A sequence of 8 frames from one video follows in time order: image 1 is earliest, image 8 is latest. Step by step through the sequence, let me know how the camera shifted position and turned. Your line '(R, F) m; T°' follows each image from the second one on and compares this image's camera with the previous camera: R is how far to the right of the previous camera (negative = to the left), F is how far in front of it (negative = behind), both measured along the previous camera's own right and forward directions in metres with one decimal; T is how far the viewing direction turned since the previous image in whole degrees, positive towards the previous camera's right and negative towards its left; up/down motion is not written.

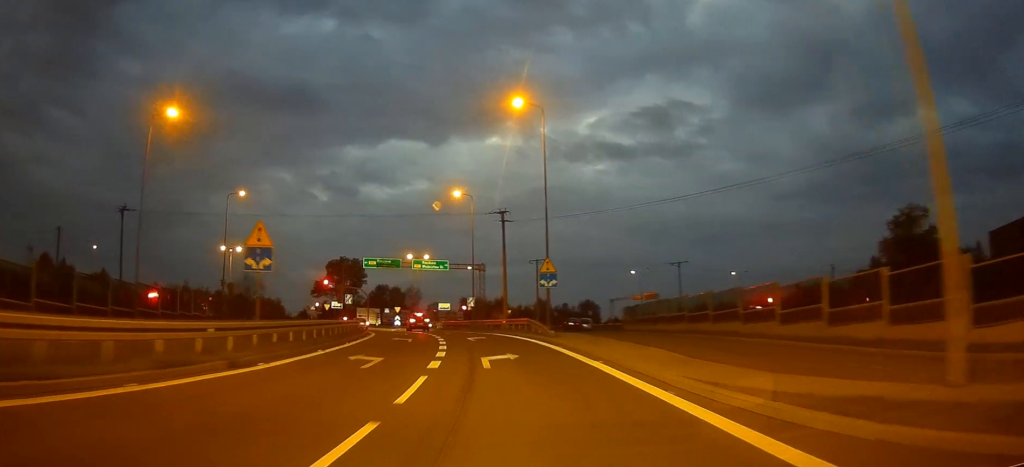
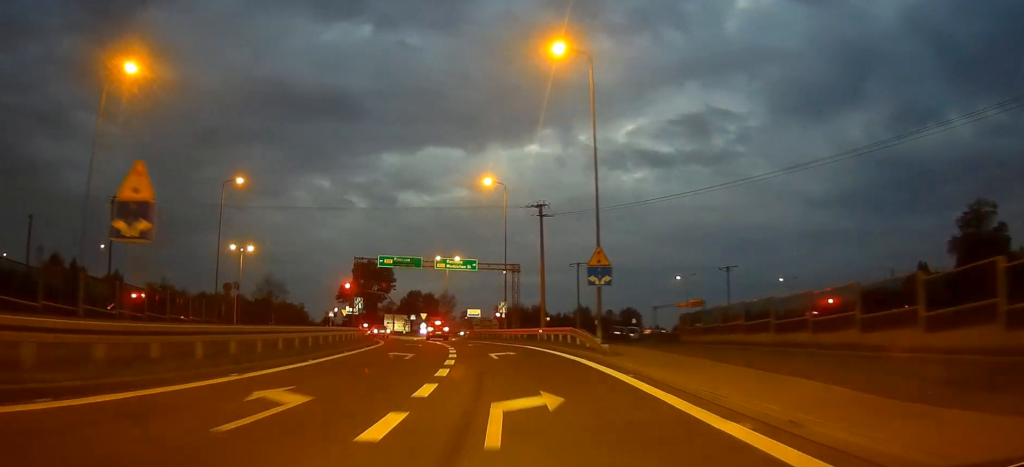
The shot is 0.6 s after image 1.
(-0.1, +9.2) m; -3°
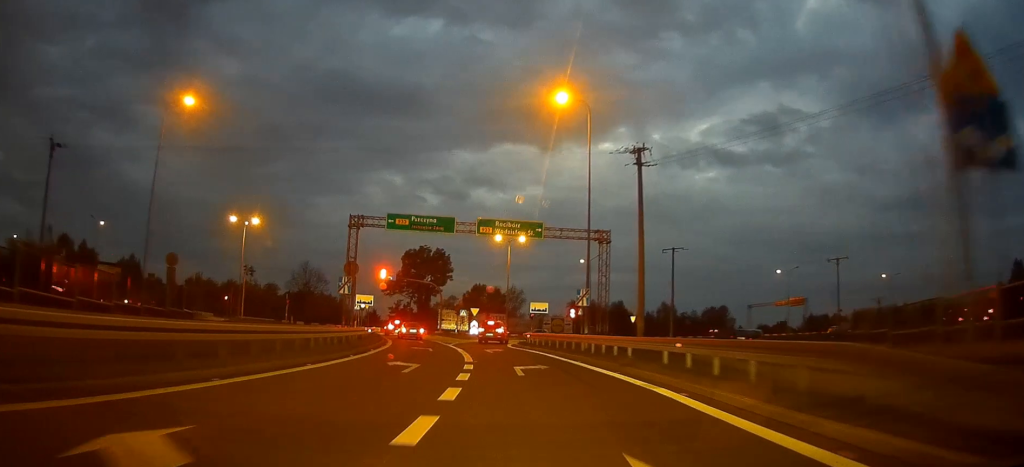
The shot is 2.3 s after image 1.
(-1.6, +21.6) m; -8°
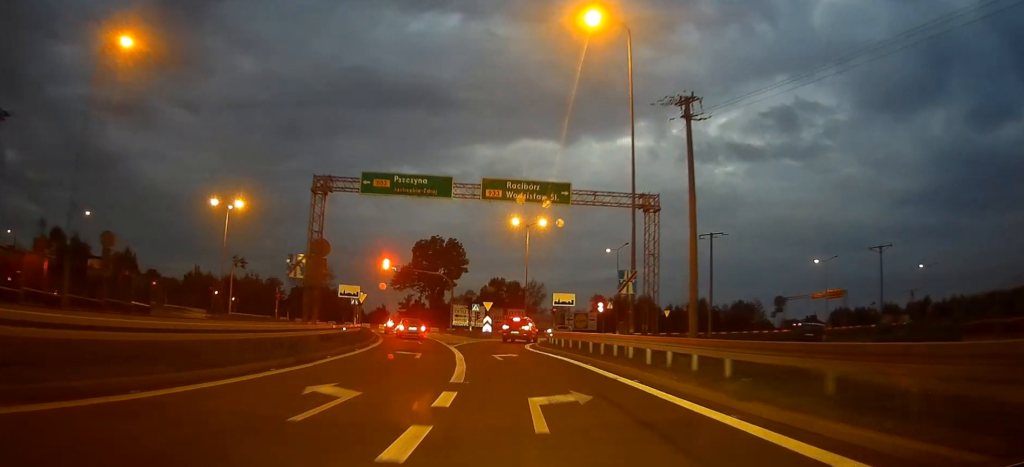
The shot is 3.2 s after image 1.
(-0.2, +9.2) m; -3°
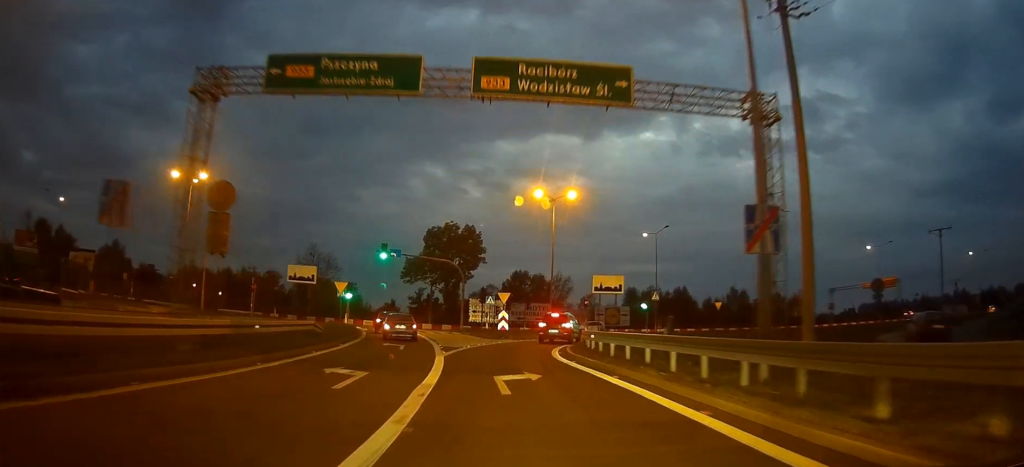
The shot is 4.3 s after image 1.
(-0.3, +11.6) m; -2°
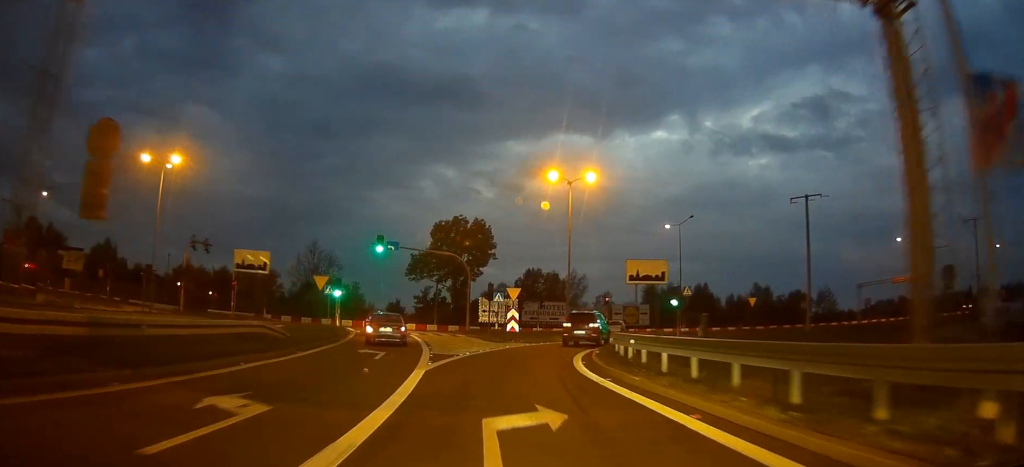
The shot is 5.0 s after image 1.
(0.0, +6.2) m; -1°
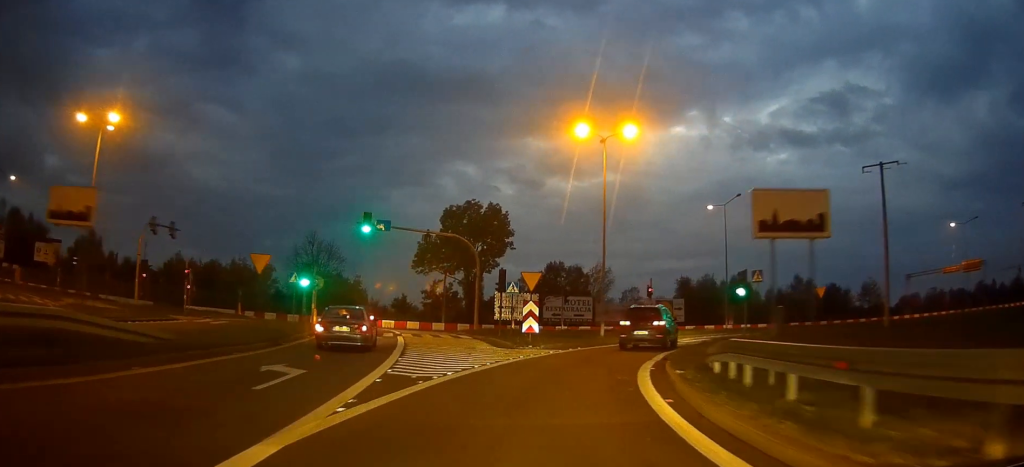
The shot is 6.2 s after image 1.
(-0.2, +9.7) m; -2°
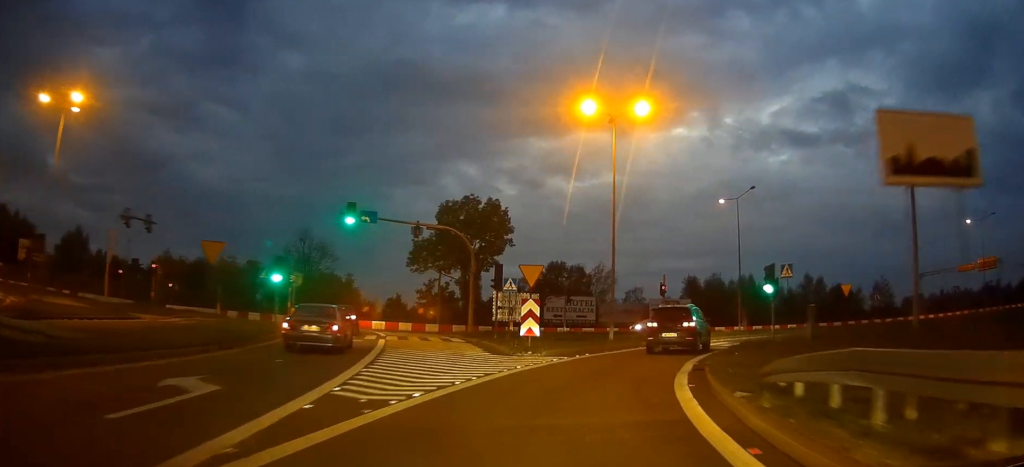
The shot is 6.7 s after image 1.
(-0.1, +3.9) m; 0°
